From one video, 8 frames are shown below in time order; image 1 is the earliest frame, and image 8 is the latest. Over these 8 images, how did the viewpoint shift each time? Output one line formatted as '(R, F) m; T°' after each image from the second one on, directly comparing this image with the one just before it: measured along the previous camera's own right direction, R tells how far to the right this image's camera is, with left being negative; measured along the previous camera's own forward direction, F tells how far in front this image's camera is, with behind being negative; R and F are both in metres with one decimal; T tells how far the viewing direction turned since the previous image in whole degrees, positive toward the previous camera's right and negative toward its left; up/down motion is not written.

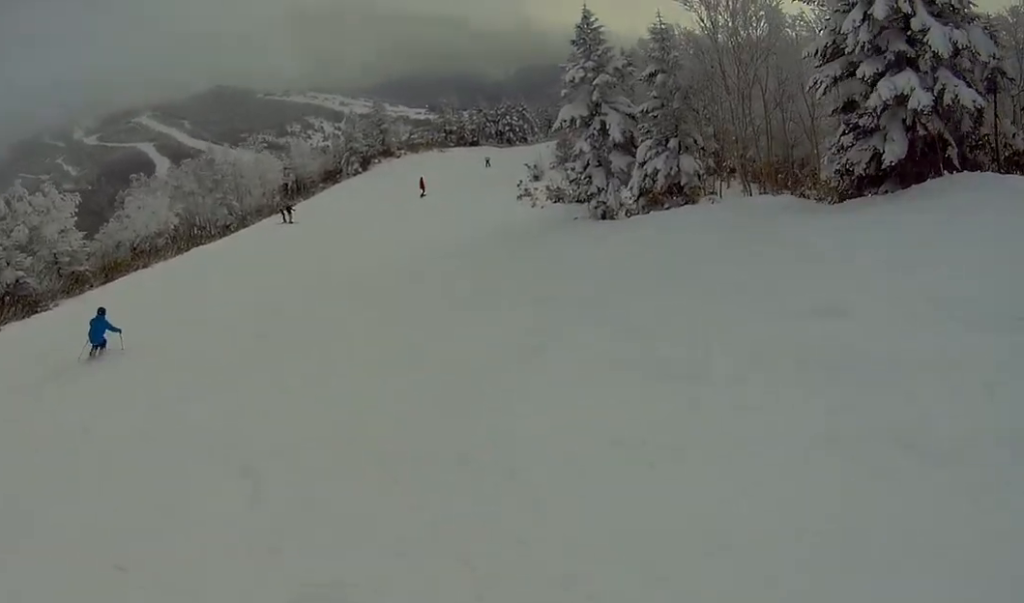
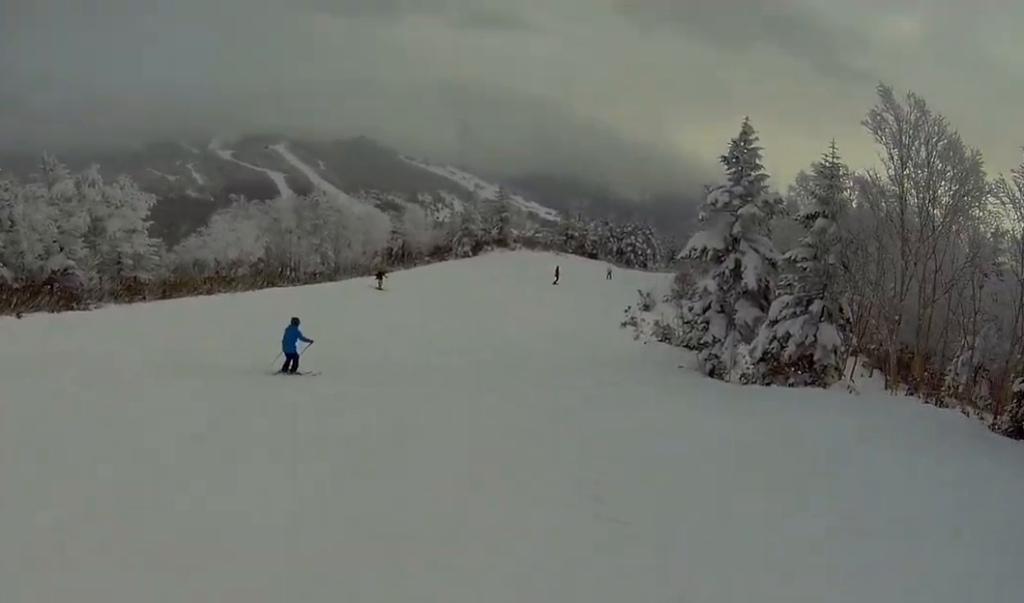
(+0.3, +2.6) m; -25°
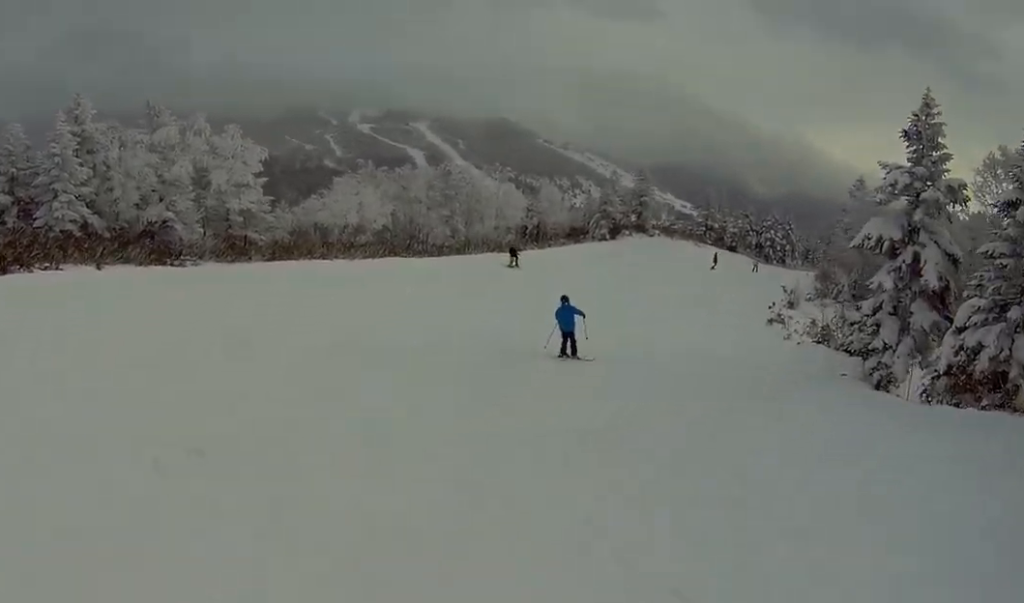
(-0.8, +2.0) m; -15°
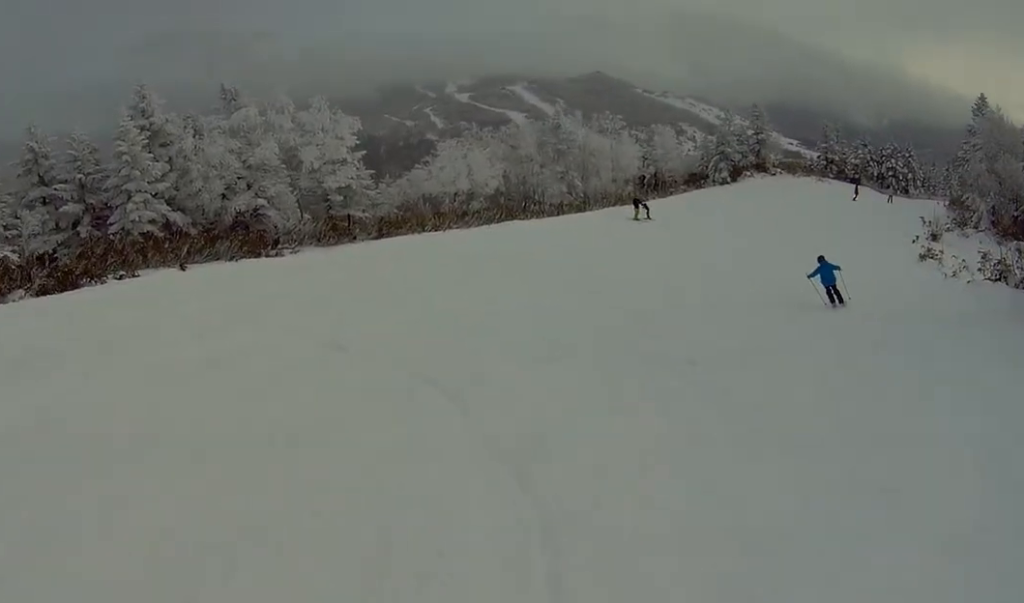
(-0.7, +2.4) m; -9°
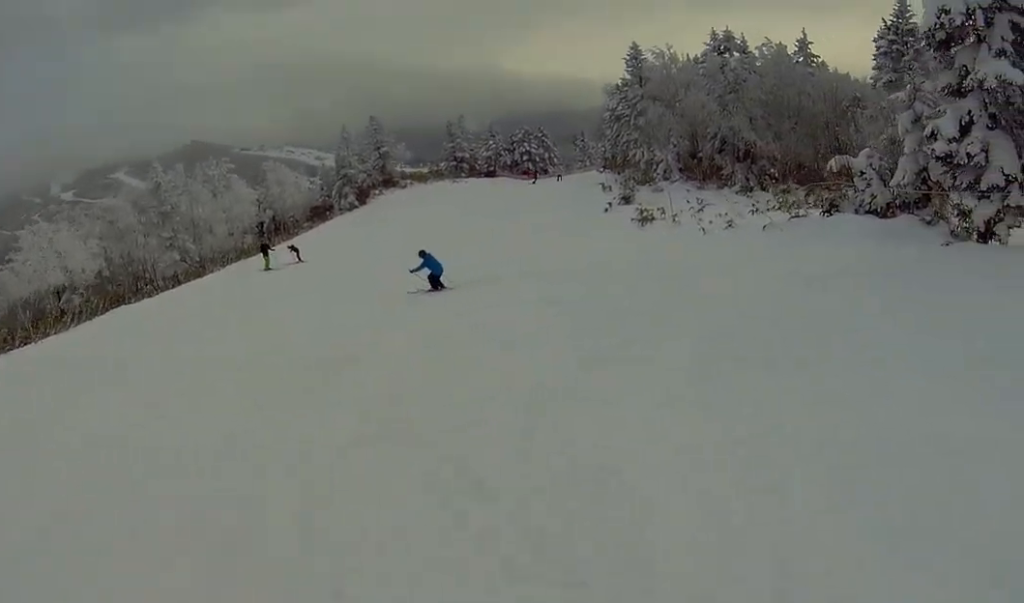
(+1.2, +6.4) m; +19°
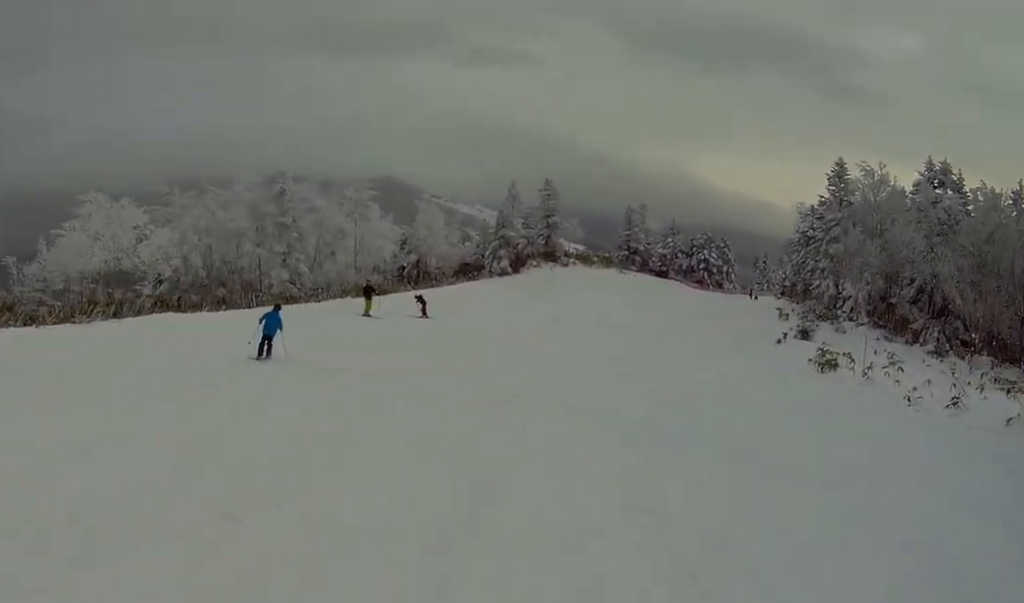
(+0.6, +5.8) m; +7°
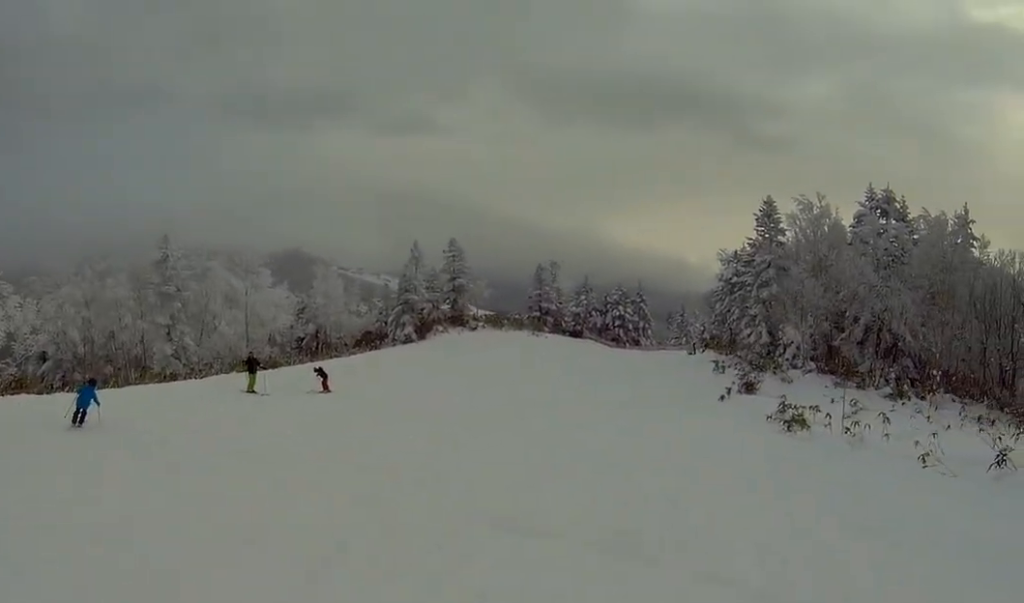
(0.0, +3.7) m; -6°
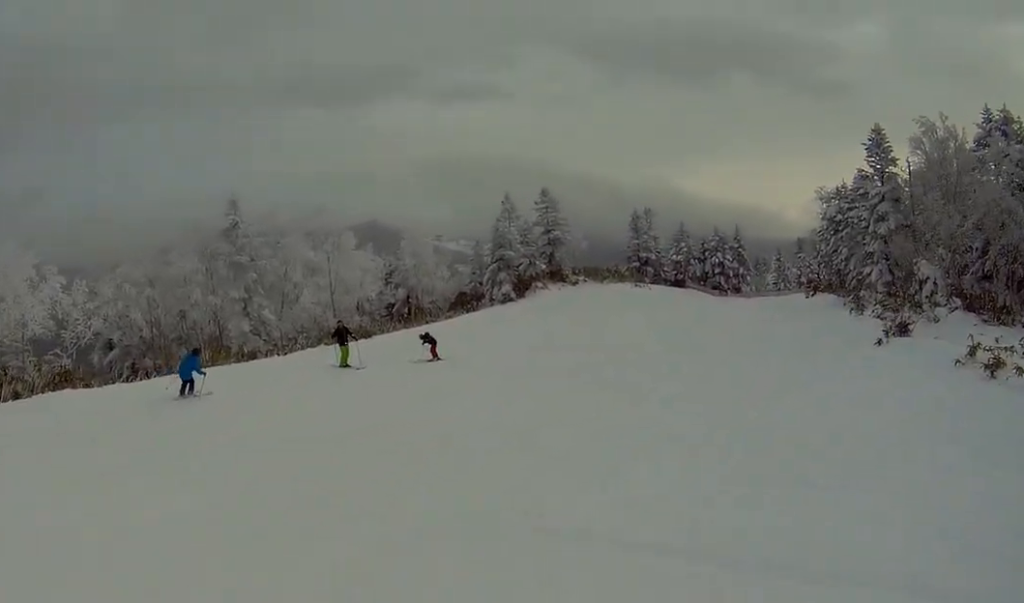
(-0.2, +3.9) m; -8°
